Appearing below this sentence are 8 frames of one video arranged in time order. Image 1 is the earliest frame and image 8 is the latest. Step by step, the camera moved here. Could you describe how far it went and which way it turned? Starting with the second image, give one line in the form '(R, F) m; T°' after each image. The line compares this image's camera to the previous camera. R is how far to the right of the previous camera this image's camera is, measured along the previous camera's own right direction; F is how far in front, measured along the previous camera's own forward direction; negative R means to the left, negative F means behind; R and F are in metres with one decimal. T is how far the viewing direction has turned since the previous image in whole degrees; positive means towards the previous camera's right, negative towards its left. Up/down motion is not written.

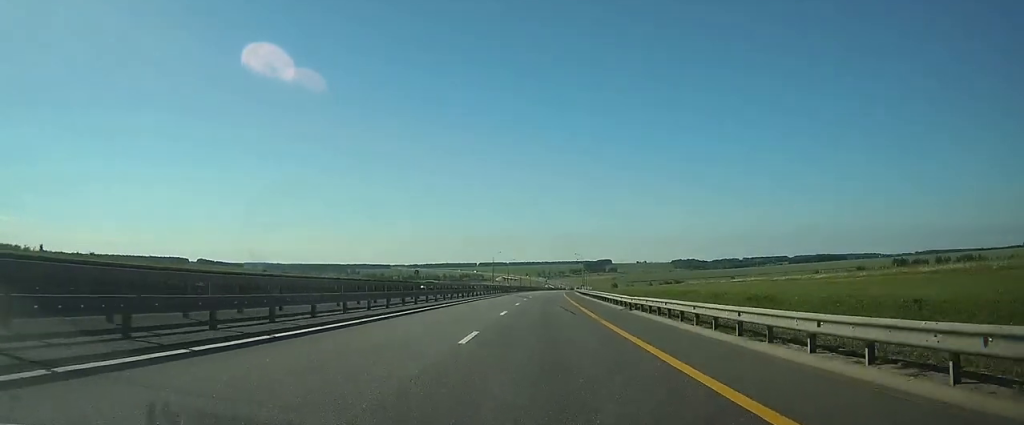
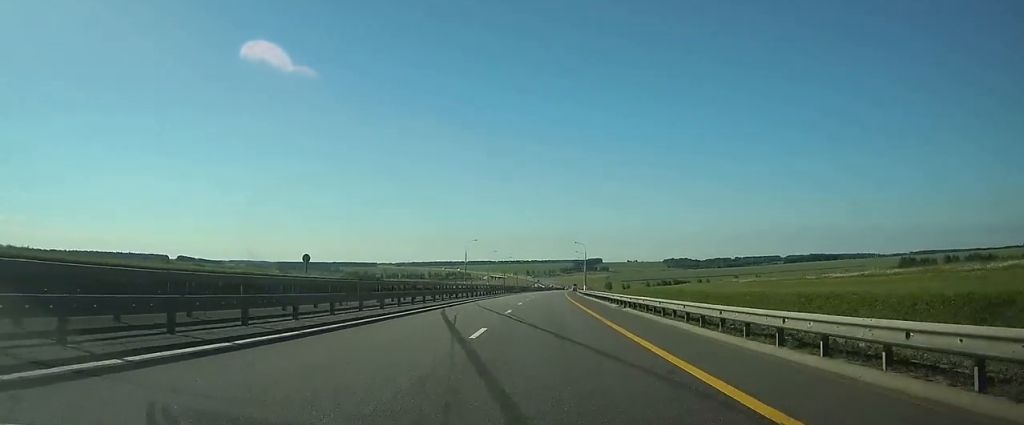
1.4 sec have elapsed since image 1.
(+0.4, +46.4) m; +1°
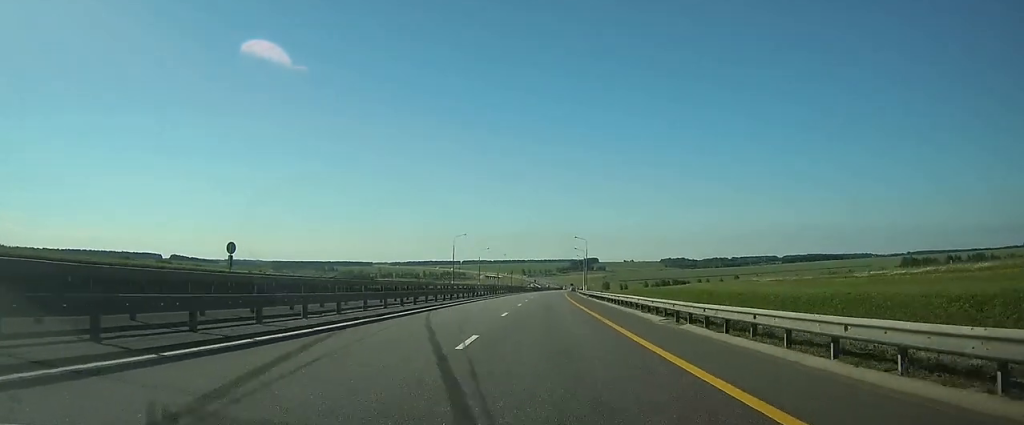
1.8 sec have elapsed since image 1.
(0.0, +14.4) m; 0°
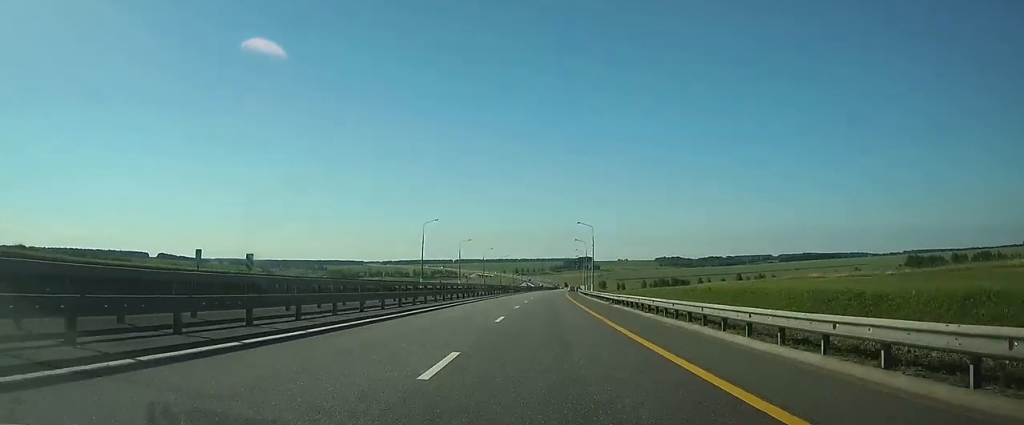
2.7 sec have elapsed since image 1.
(+0.2, +27.6) m; 0°
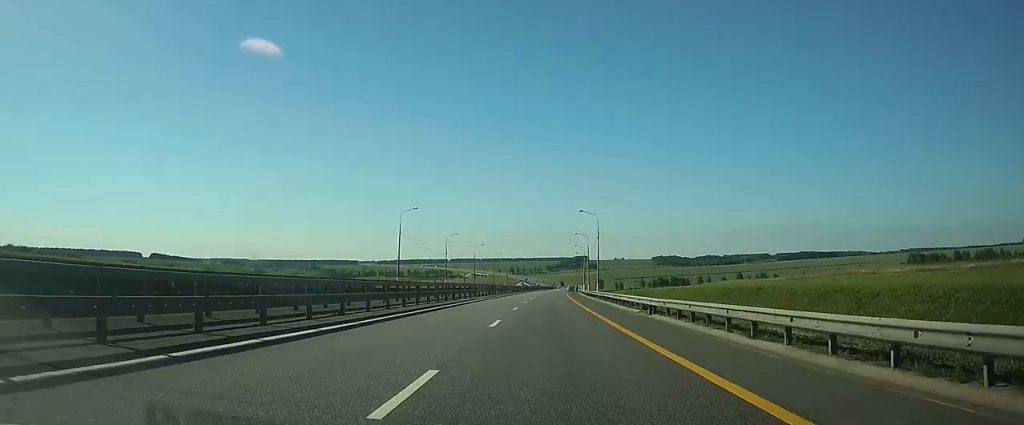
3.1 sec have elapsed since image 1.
(0.0, +14.3) m; 0°
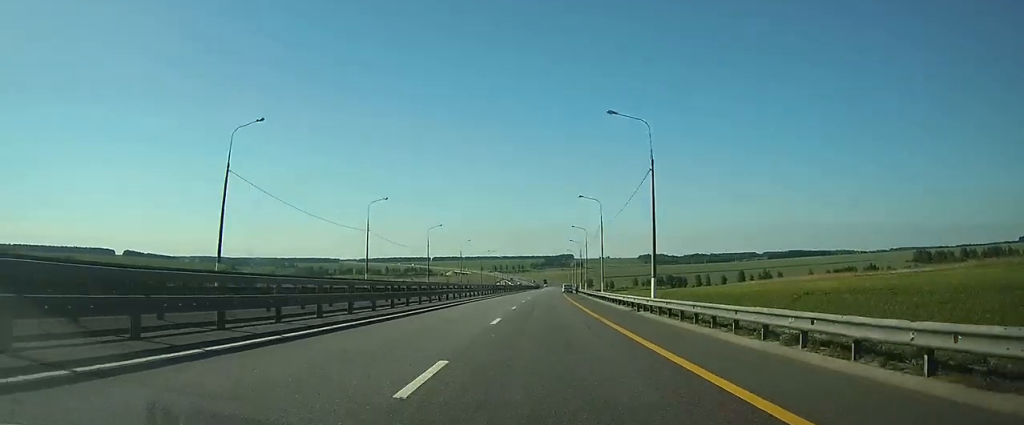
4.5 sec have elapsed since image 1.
(+0.6, +47.3) m; +2°
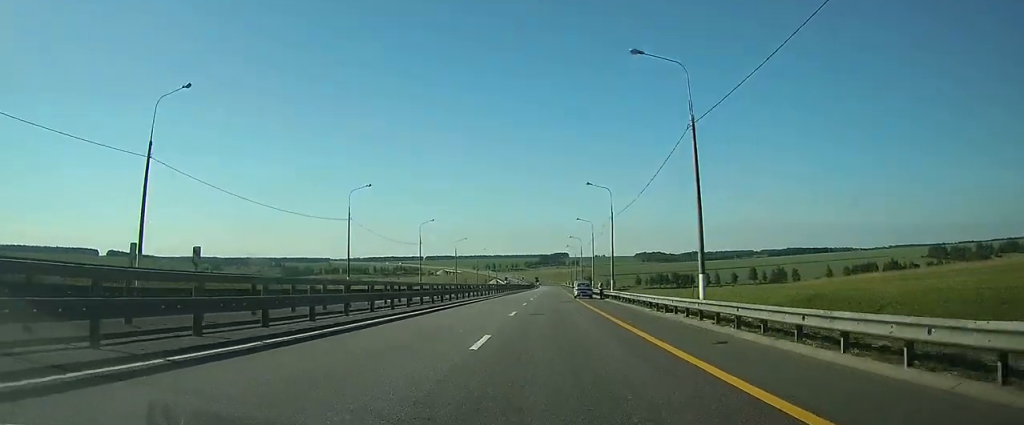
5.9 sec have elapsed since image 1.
(+0.5, +43.7) m; +1°
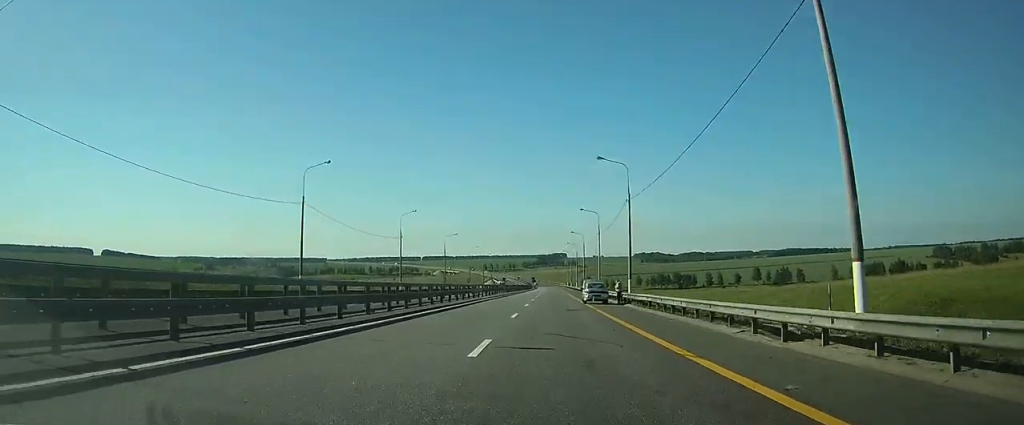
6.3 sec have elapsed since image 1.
(0.0, +13.1) m; 0°
